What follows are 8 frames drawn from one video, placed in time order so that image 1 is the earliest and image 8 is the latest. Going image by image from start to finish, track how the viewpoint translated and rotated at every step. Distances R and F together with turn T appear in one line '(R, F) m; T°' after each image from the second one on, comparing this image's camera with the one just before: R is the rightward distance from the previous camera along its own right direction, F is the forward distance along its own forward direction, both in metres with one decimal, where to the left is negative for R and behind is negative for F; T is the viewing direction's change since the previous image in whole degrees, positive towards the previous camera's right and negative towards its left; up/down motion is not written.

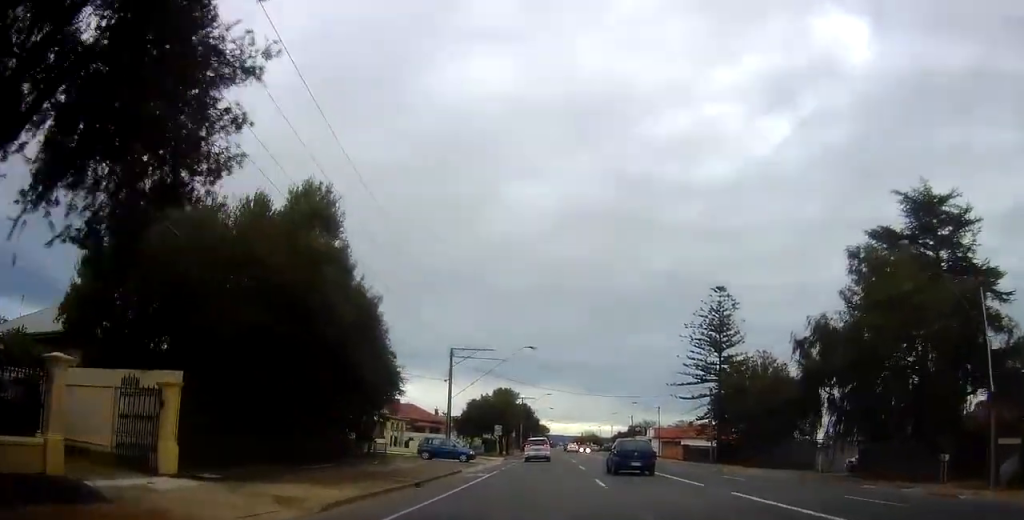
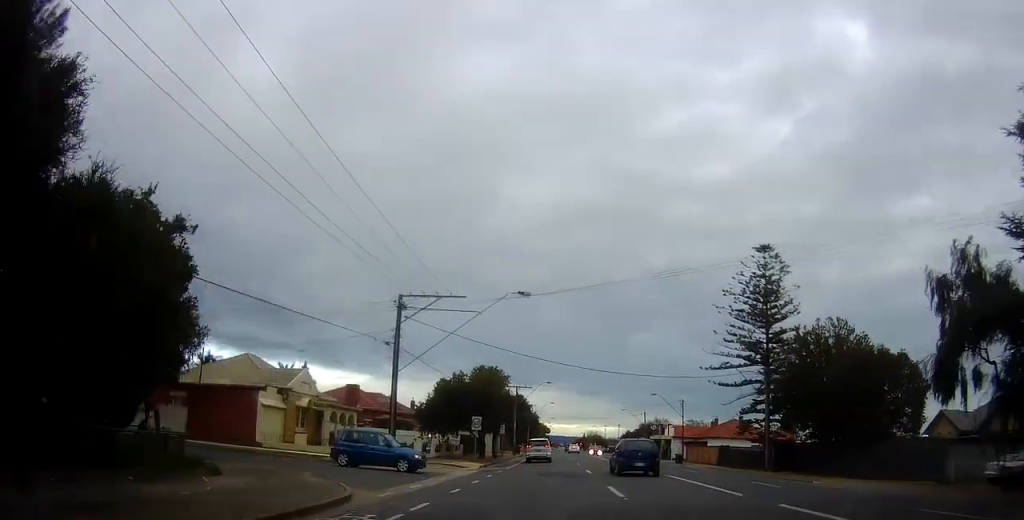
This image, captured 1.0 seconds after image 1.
(-0.1, +15.4) m; +1°
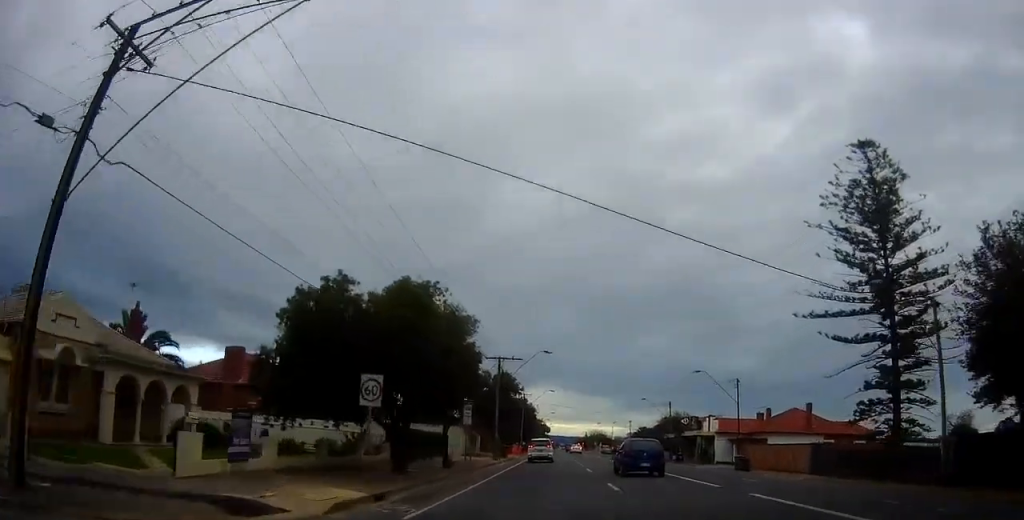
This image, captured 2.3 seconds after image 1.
(+0.8, +21.5) m; 0°
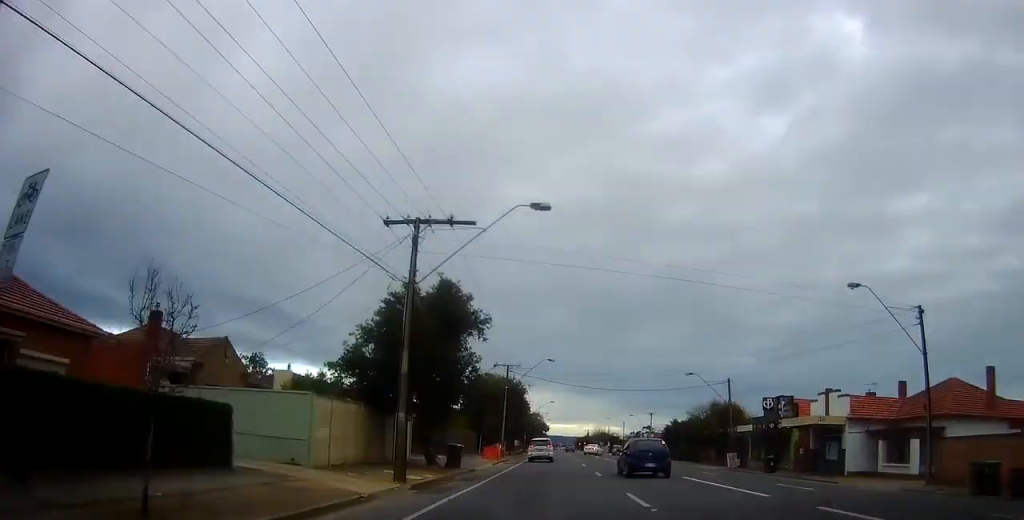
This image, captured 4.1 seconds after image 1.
(-0.3, +27.5) m; 0°
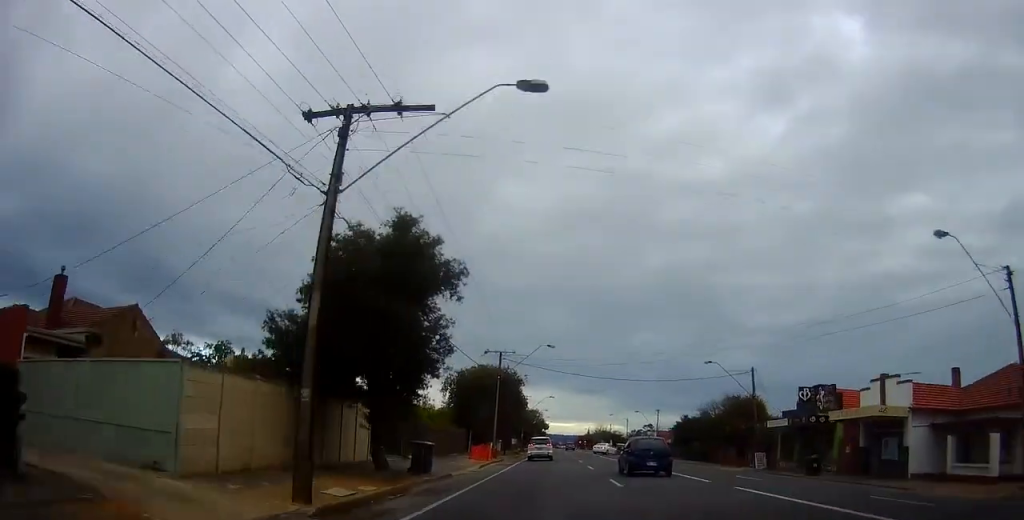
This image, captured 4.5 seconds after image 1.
(+0.2, +6.6) m; 0°
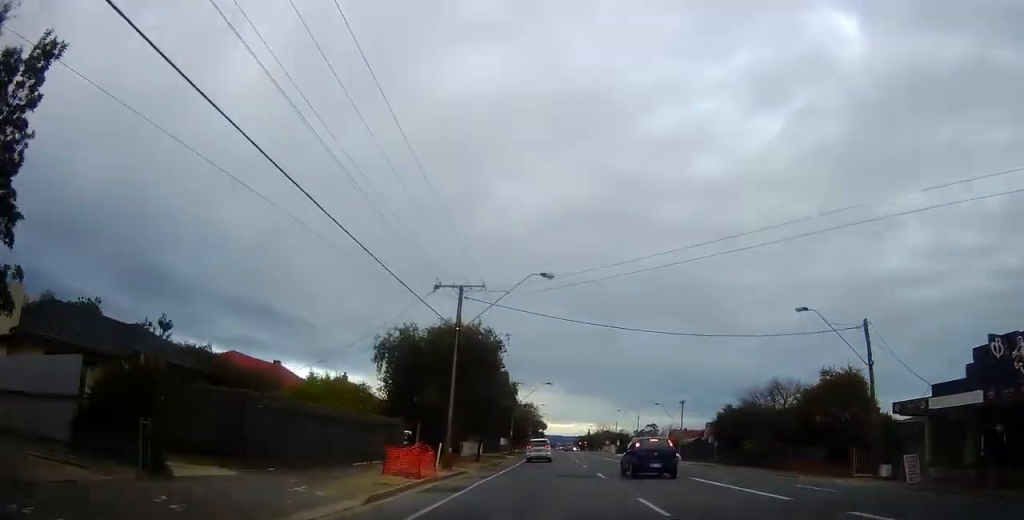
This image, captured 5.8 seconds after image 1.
(-0.5, +18.5) m; +1°
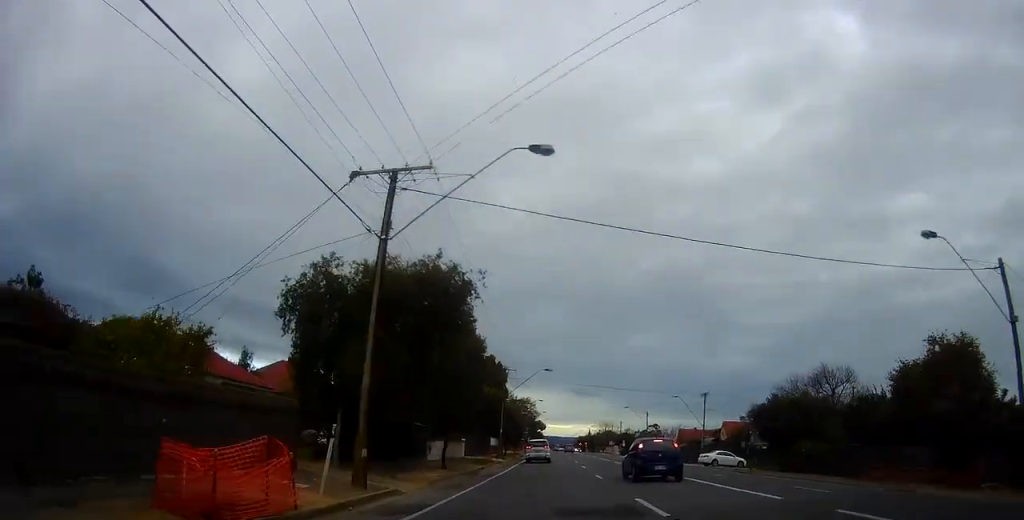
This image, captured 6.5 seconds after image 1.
(+0.5, +11.4) m; +1°
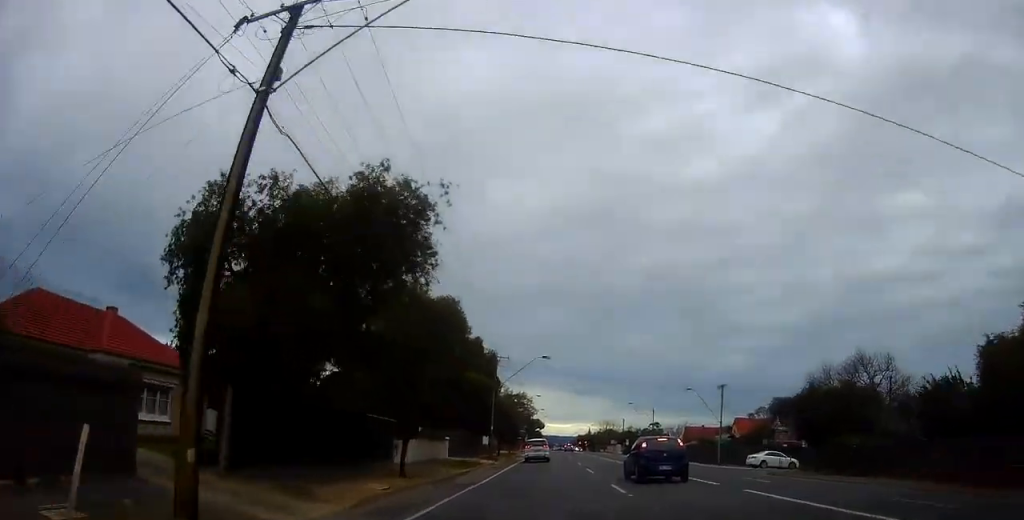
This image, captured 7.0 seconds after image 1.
(-0.2, +6.9) m; 0°
